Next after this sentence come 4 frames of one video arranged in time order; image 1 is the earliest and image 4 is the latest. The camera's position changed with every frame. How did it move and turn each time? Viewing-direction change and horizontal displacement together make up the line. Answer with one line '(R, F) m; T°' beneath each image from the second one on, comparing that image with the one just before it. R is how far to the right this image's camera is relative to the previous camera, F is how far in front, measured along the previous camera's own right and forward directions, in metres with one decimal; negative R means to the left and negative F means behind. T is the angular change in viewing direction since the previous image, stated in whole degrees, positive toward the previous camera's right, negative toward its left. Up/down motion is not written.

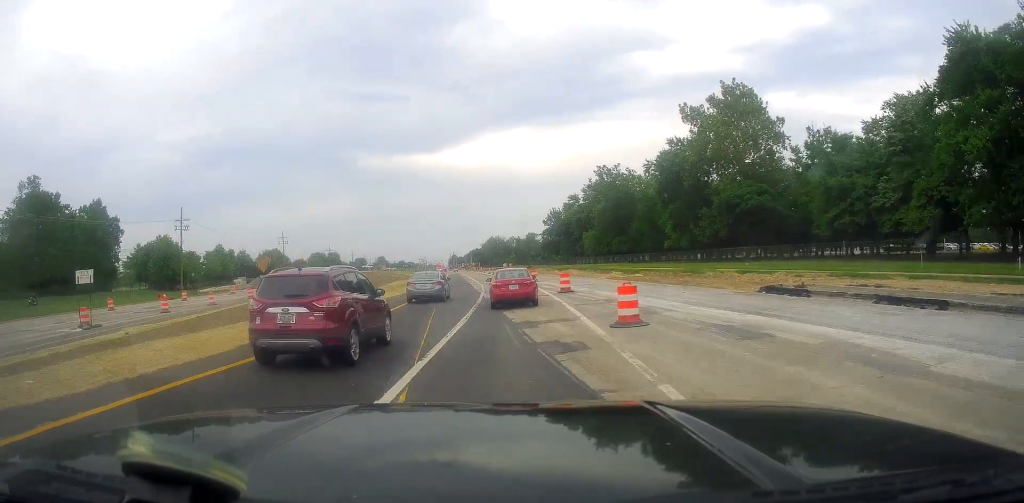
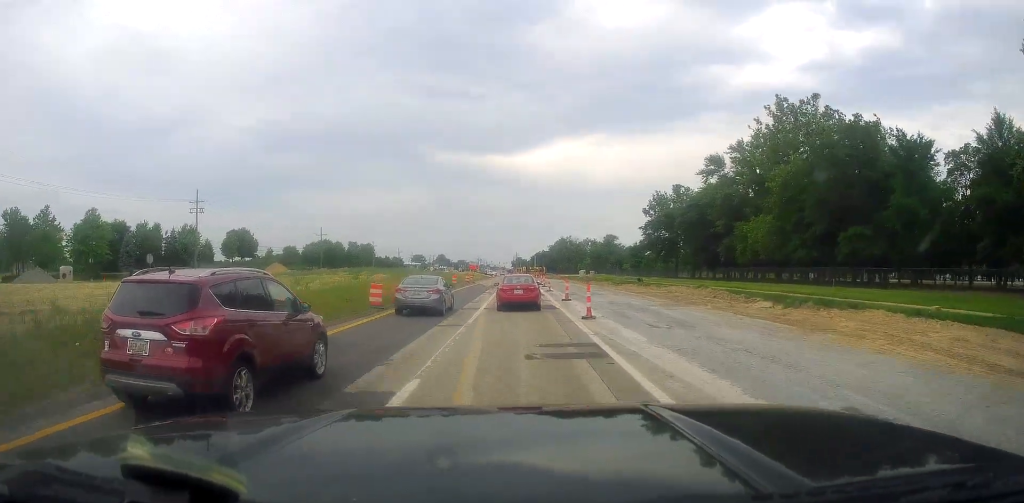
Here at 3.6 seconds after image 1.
(-1.9, +70.0) m; -5°
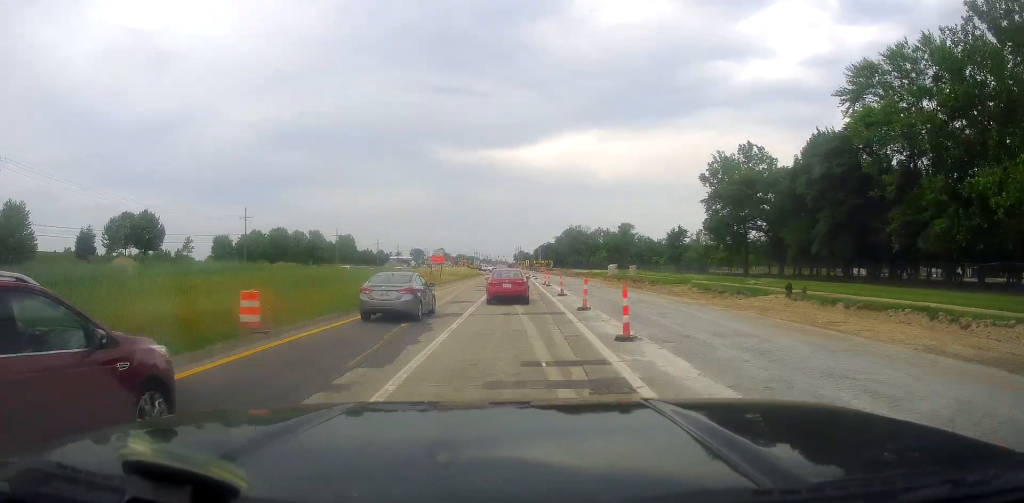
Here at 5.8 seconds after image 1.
(+0.4, +42.3) m; -1°
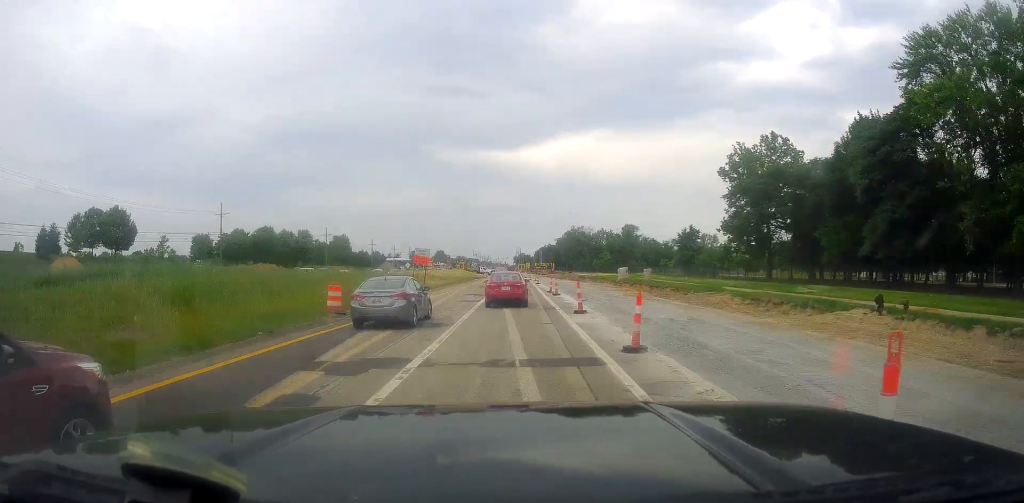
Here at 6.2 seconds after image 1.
(-0.2, +9.4) m; 0°
